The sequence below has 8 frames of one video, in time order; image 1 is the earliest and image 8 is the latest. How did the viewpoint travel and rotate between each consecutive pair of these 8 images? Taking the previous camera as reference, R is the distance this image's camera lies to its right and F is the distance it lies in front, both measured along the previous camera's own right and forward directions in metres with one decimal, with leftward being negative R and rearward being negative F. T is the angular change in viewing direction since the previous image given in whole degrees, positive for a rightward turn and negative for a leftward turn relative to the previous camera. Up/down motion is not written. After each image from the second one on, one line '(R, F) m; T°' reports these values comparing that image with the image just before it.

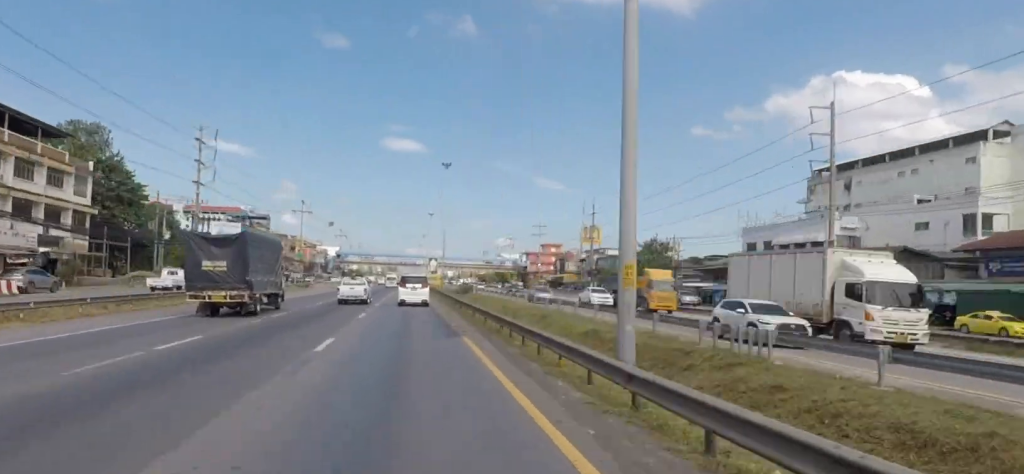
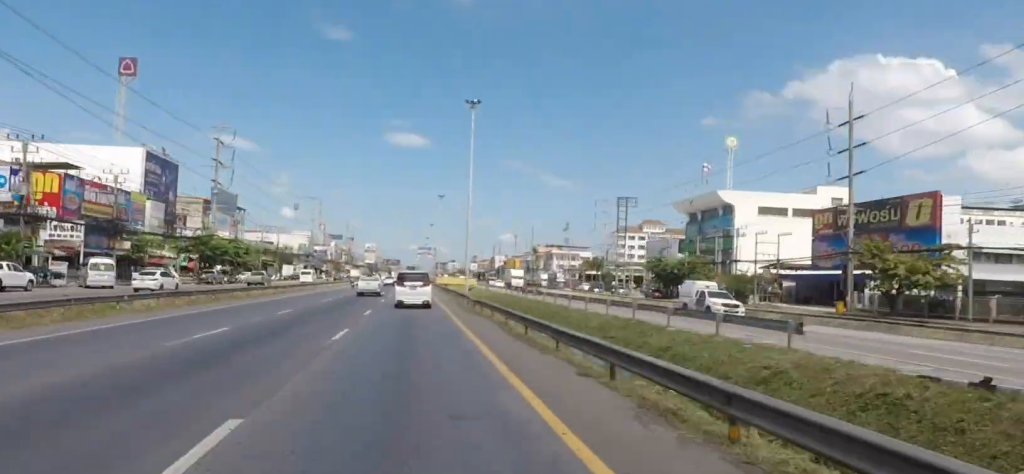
(+19.7, +237.6) m; +5°
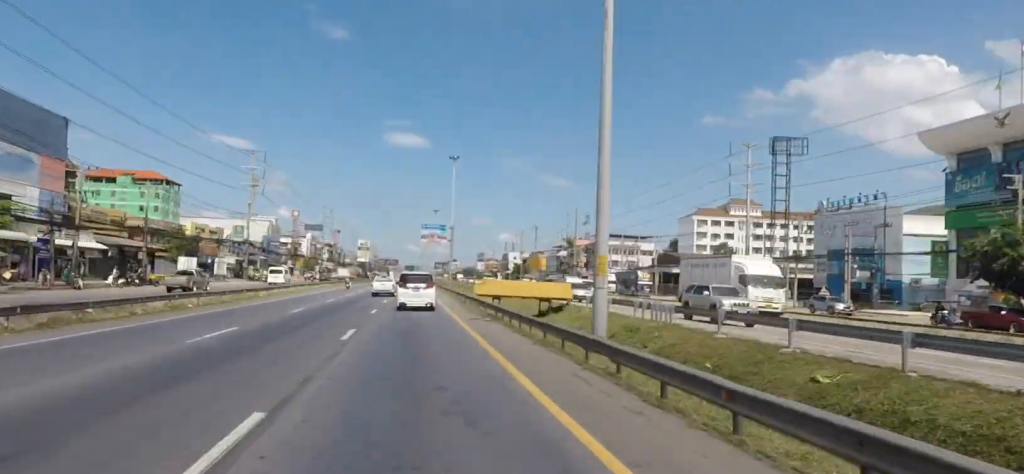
(0.0, +59.9) m; 0°
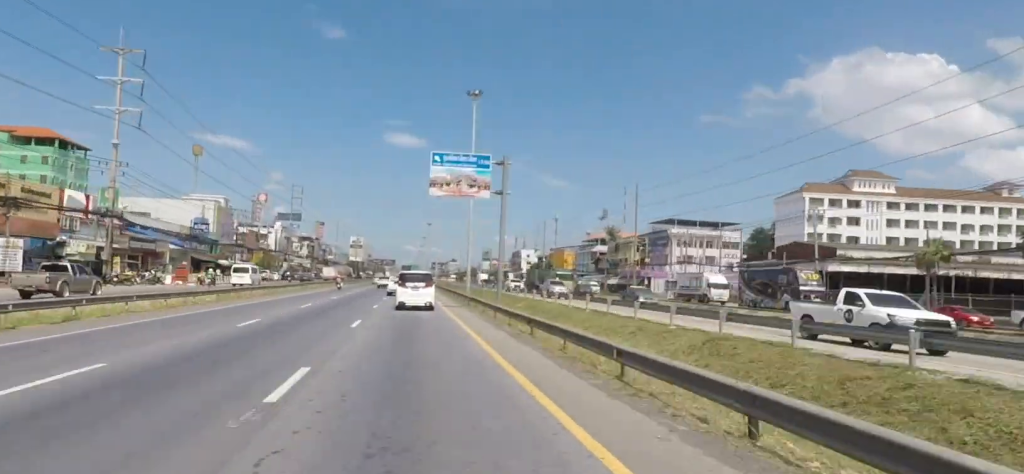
(0.0, +44.5) m; 0°
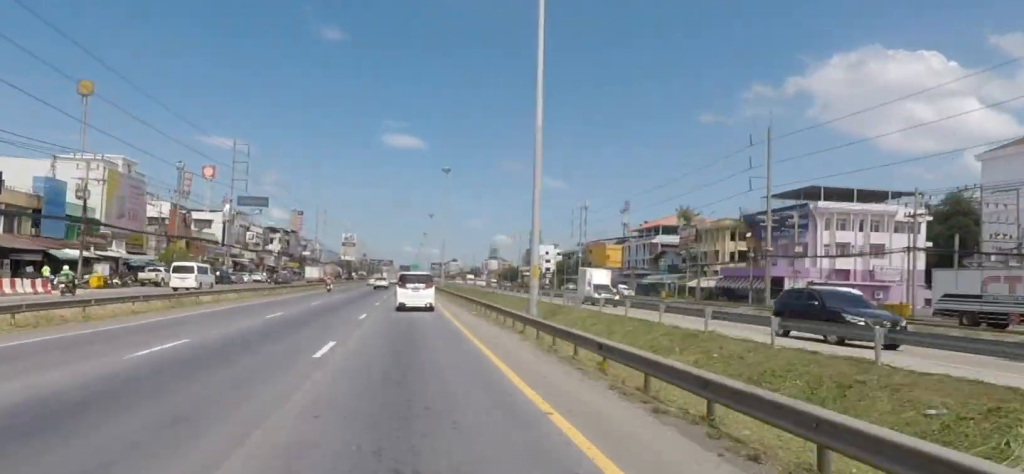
(+0.2, +43.8) m; 0°
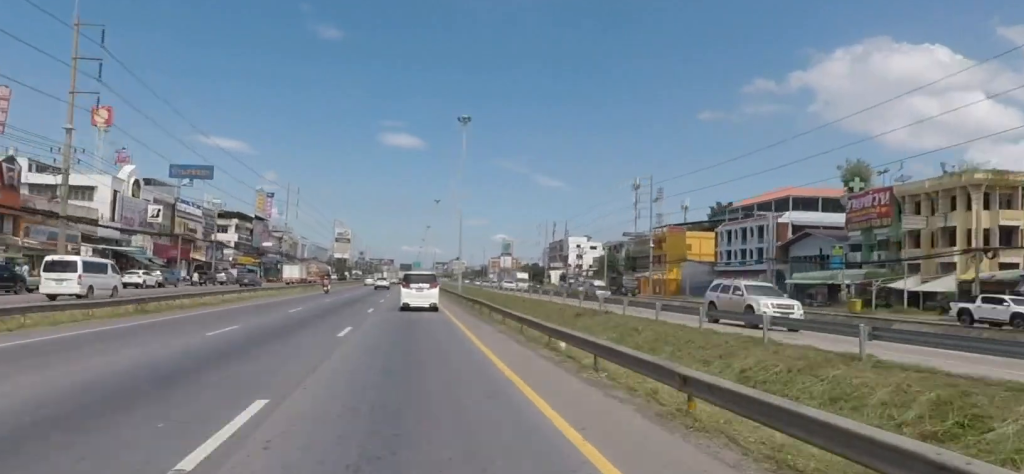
(-0.1, +43.5) m; 0°
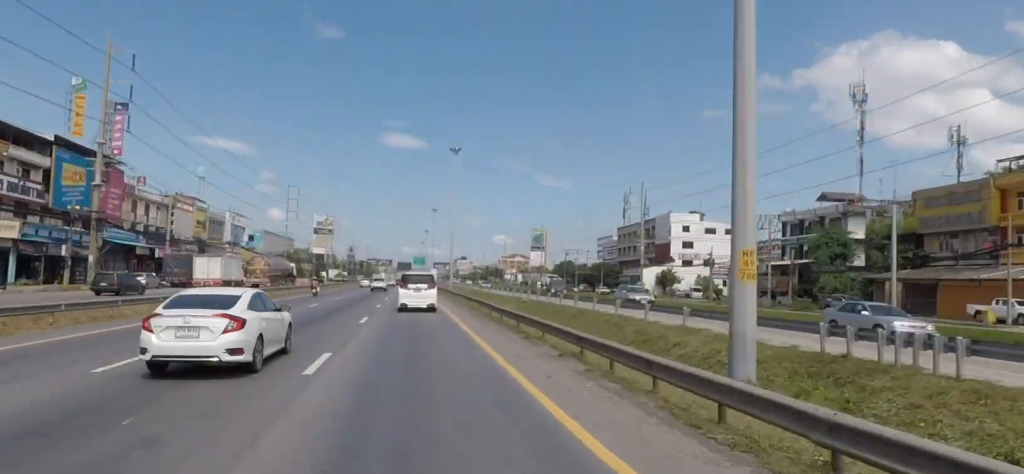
(-0.9, +78.2) m; 0°
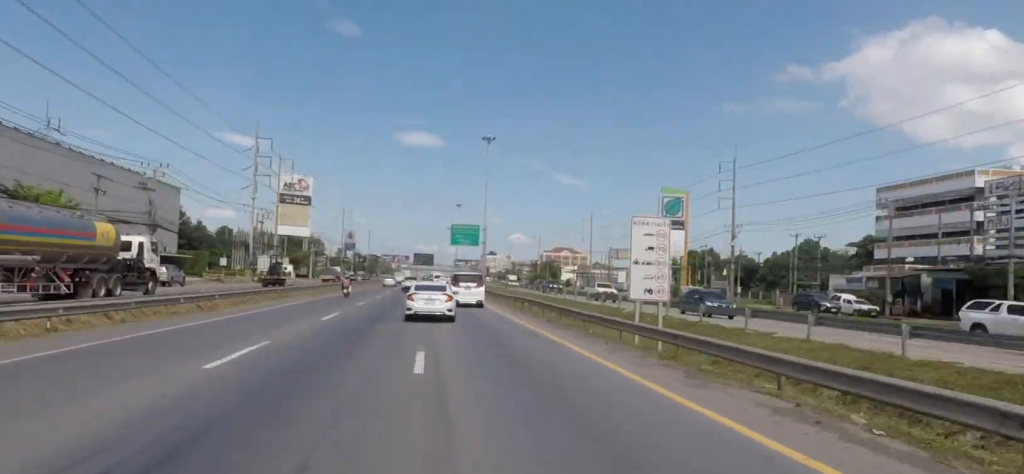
(+0.5, +107.1) m; 0°
